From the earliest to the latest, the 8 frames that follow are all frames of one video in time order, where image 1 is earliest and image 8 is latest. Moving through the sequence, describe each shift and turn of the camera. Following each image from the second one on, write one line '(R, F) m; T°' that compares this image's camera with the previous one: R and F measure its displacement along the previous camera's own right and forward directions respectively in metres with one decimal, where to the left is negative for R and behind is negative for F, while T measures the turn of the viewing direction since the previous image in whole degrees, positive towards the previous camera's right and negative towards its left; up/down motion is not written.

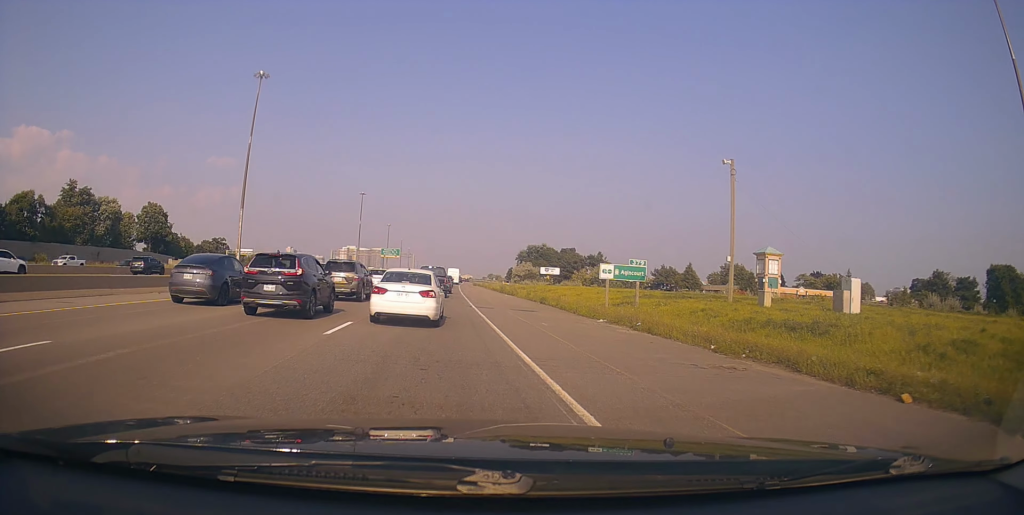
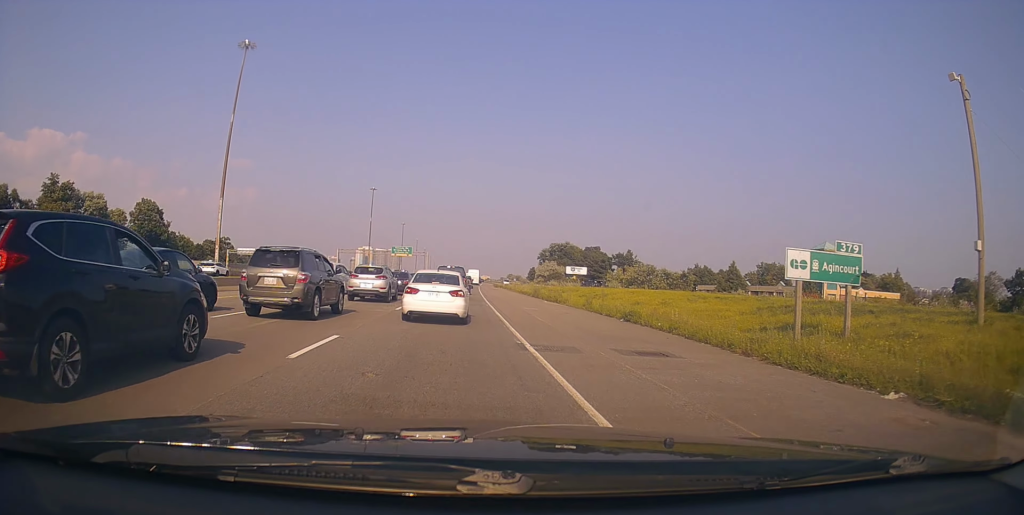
(+0.1, +16.0) m; -3°
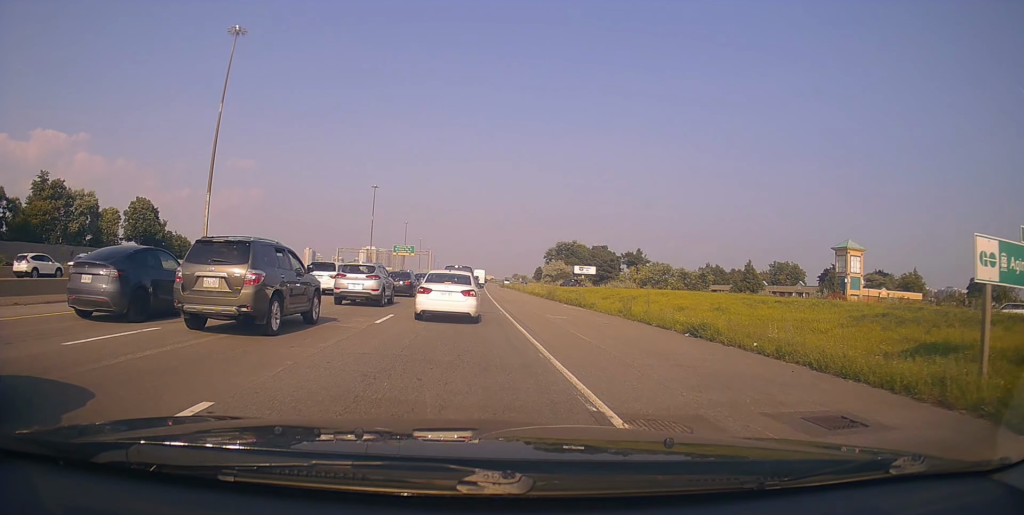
(0.0, +6.3) m; +1°
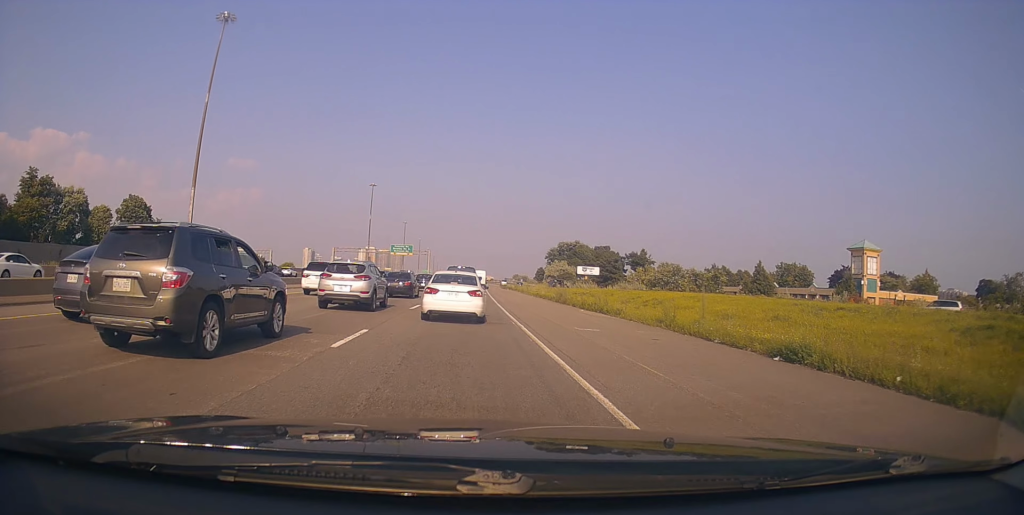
(0.0, +5.2) m; +3°
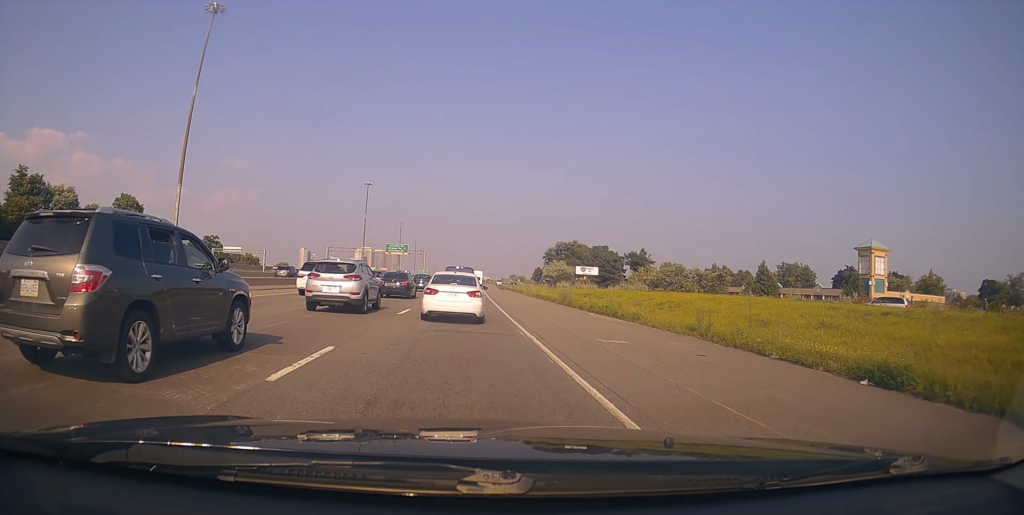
(+0.2, +3.1) m; -1°
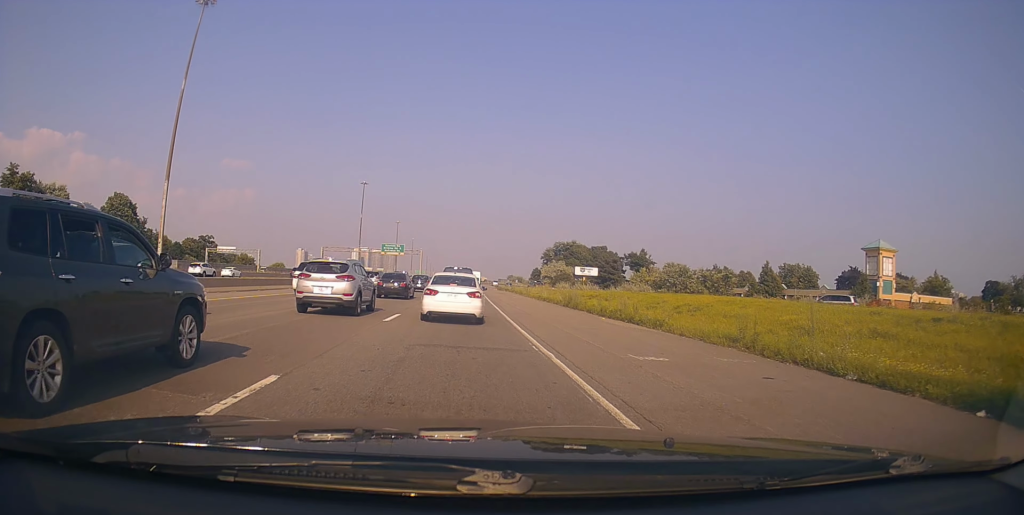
(+0.2, +2.9) m; -1°
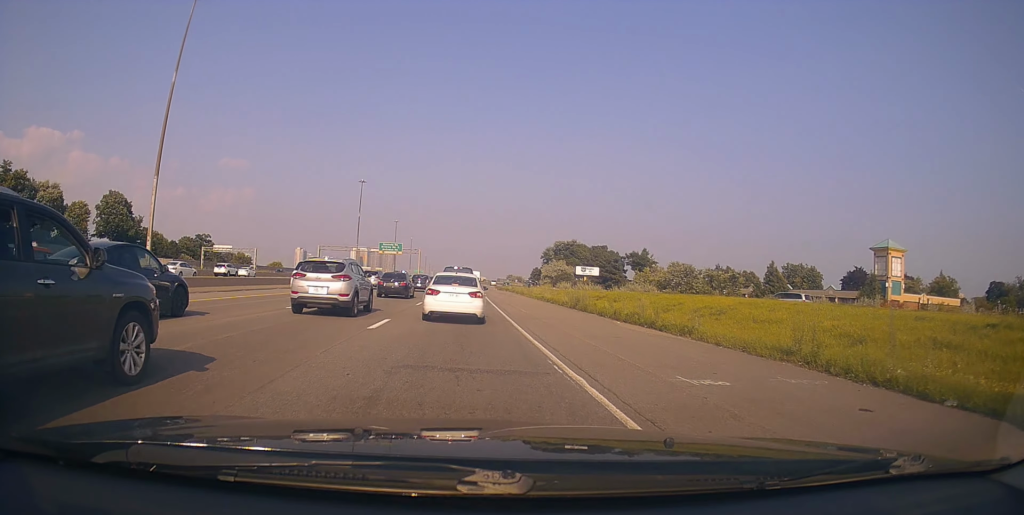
(-0.2, +2.5) m; -2°
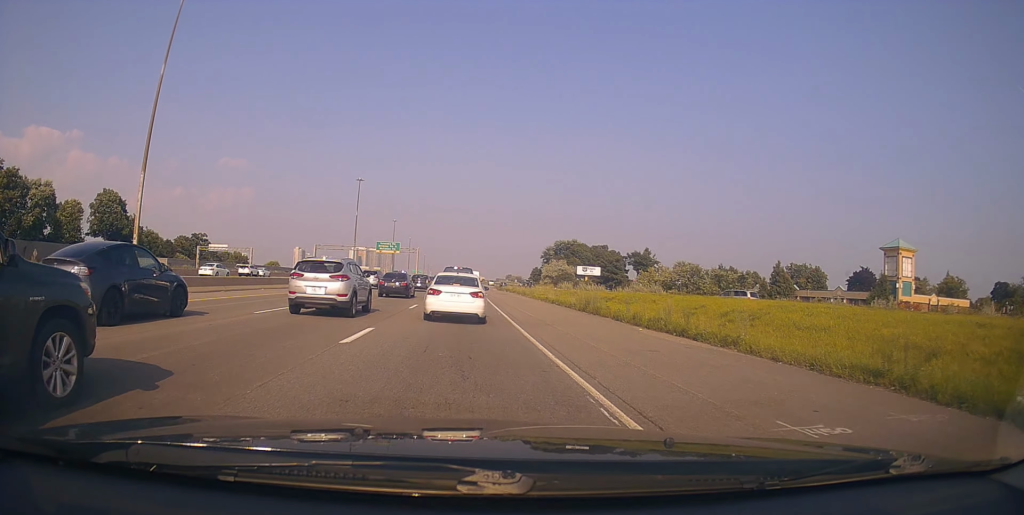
(-0.2, +2.9) m; -3°
